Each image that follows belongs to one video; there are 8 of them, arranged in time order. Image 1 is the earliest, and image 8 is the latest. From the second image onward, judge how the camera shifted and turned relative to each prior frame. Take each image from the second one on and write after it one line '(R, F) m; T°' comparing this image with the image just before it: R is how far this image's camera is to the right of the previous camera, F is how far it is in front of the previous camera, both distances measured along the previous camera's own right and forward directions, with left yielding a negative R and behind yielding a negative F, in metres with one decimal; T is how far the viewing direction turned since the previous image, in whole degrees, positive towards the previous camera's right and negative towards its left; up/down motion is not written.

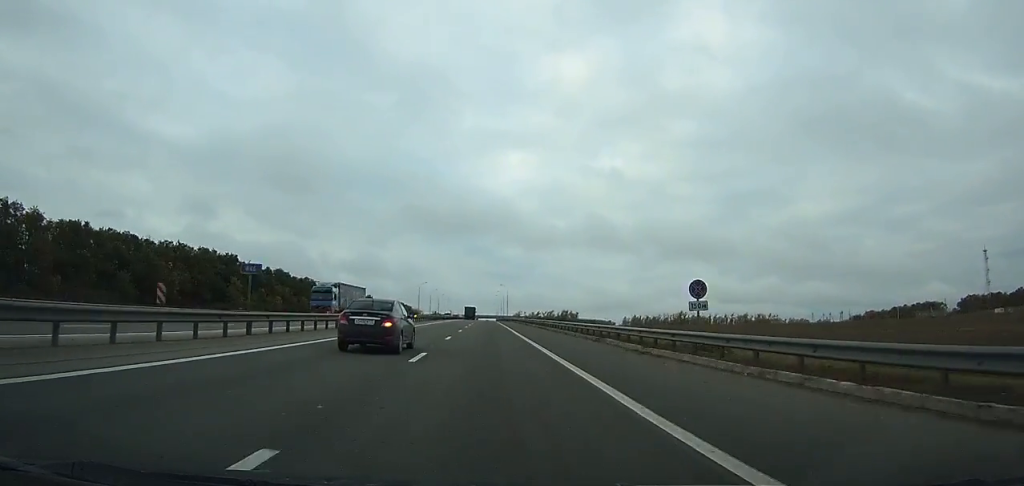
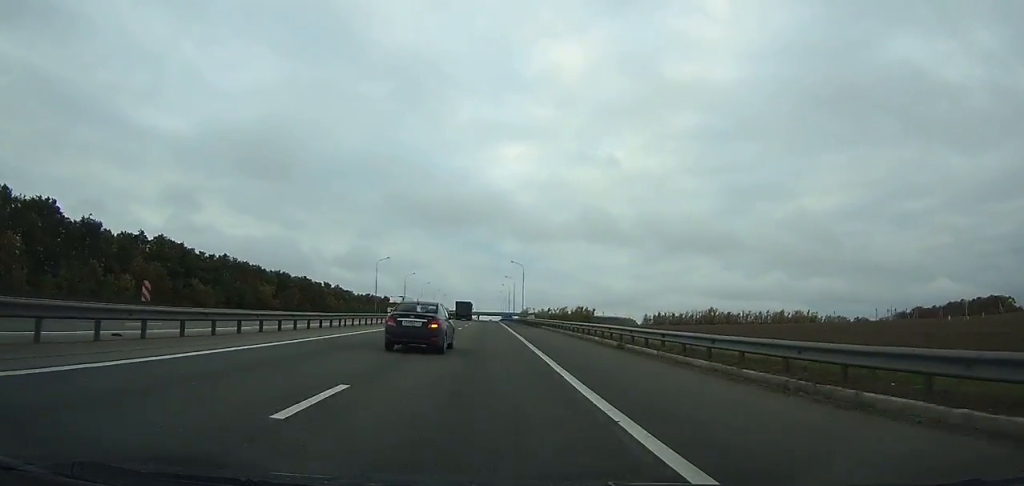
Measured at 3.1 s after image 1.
(-0.8, +80.3) m; -1°
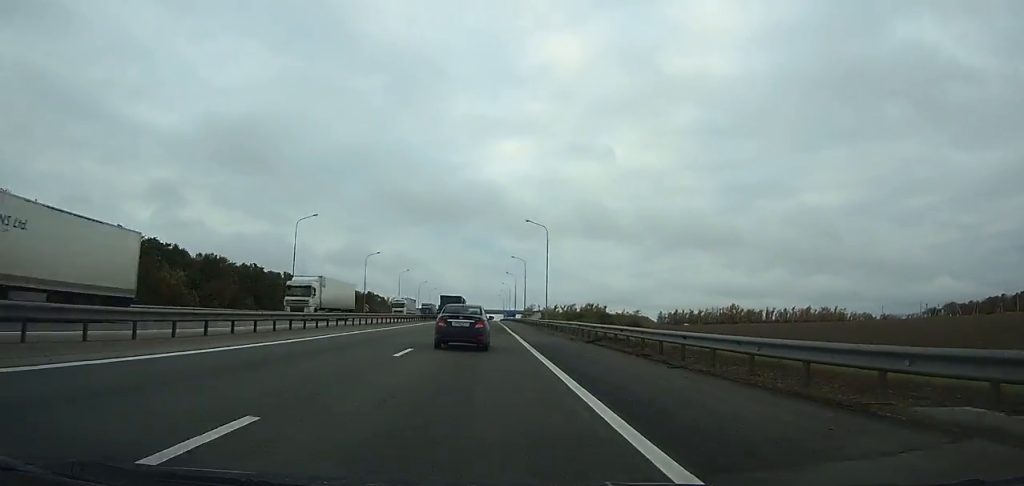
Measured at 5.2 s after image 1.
(-0.3, +53.3) m; 0°
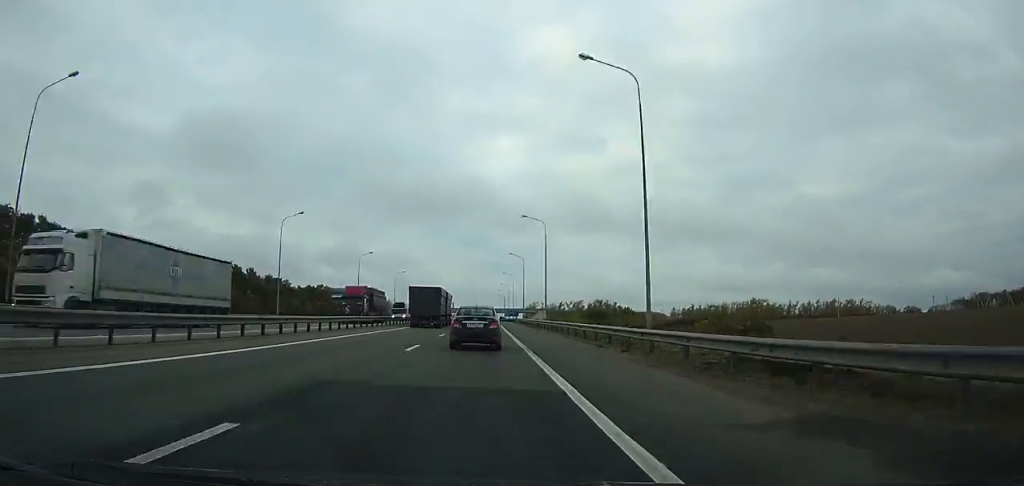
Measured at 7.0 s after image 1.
(0.0, +45.4) m; 0°
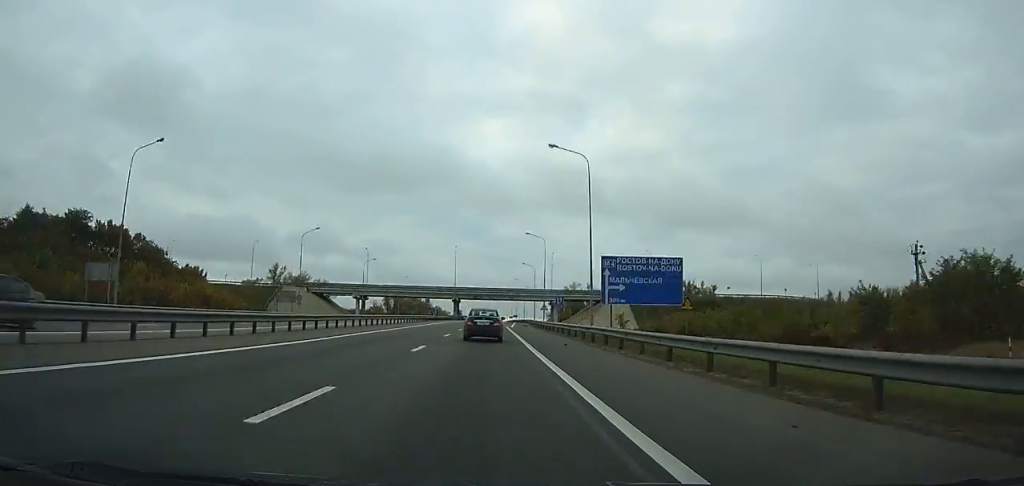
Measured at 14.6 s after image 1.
(-0.9, +193.4) m; -1°
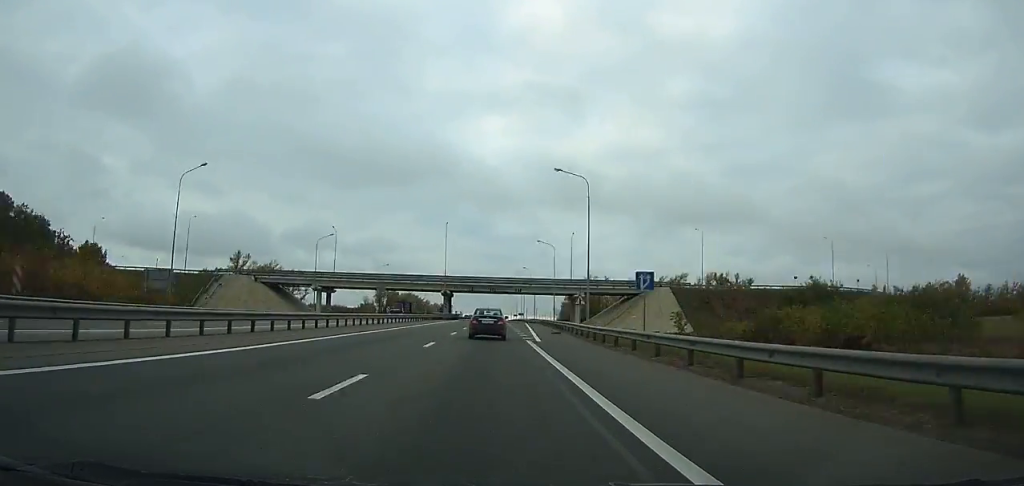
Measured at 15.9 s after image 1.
(+0.1, +34.6) m; 0°
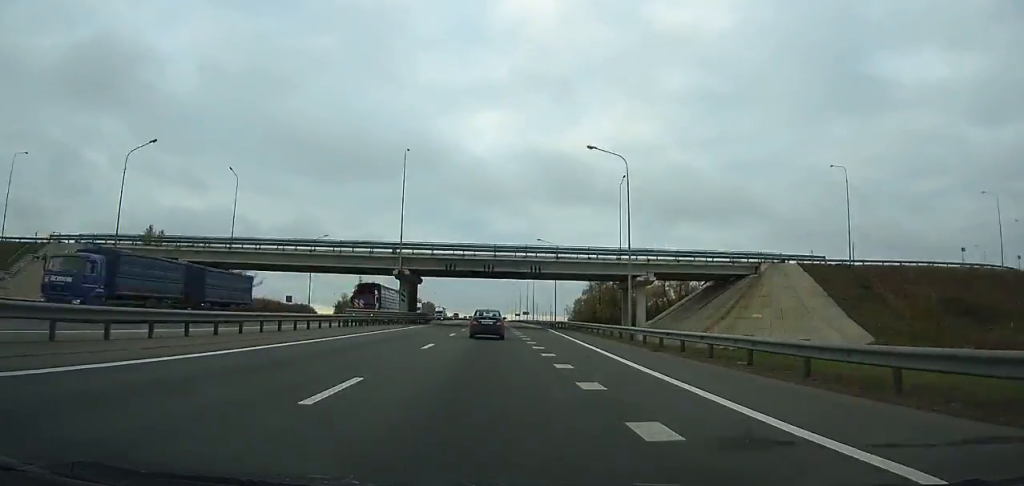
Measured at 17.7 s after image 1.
(+0.1, +48.1) m; 0°
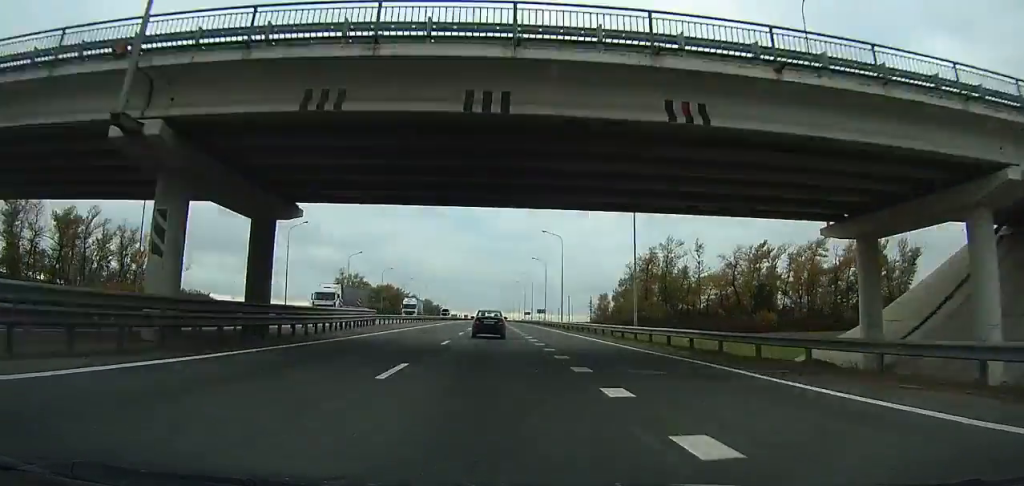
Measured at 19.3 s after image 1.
(0.0, +44.4) m; 0°
